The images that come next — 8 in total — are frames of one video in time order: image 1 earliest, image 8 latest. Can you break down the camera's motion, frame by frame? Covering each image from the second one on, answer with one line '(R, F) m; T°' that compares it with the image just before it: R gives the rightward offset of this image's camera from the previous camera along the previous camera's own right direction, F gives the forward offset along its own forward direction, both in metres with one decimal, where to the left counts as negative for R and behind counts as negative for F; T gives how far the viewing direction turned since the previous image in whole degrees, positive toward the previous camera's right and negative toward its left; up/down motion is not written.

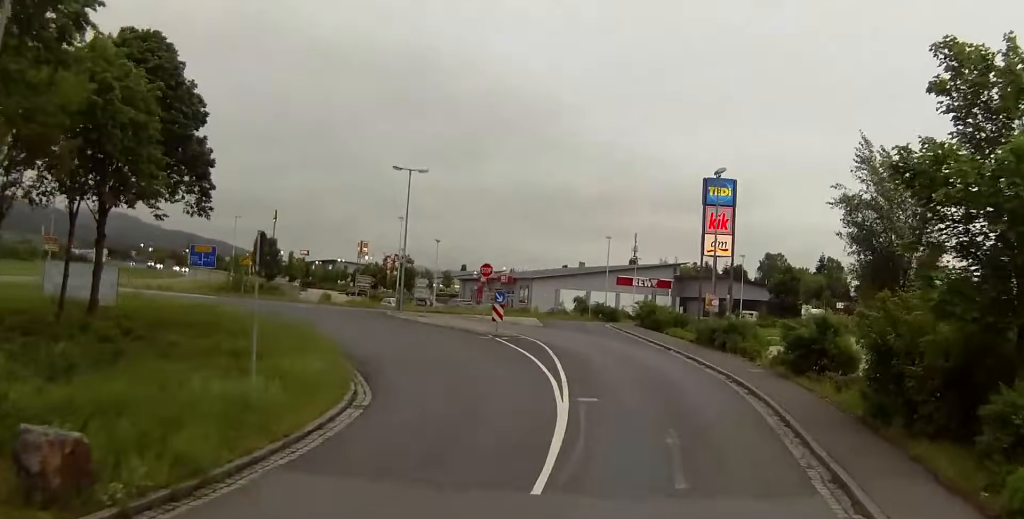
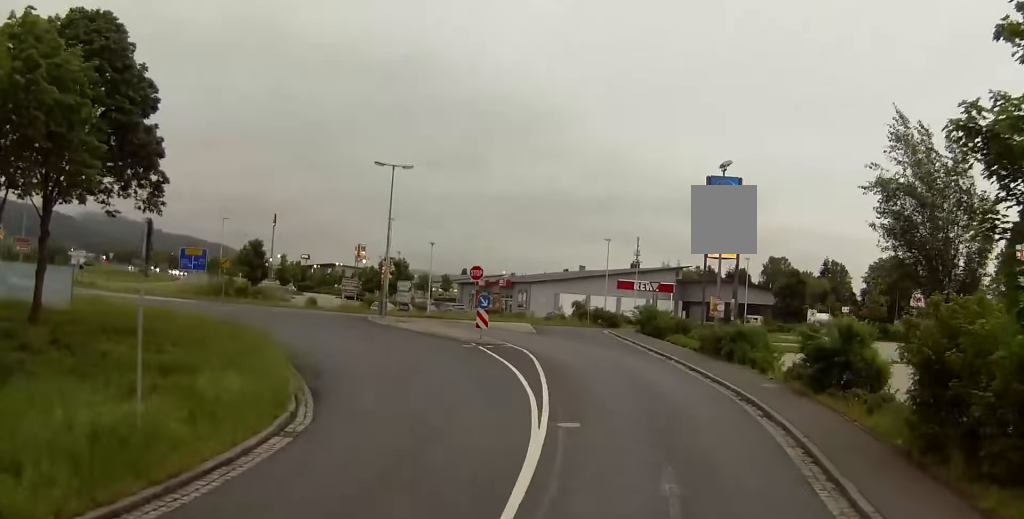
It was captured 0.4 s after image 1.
(-0.1, +3.3) m; 0°
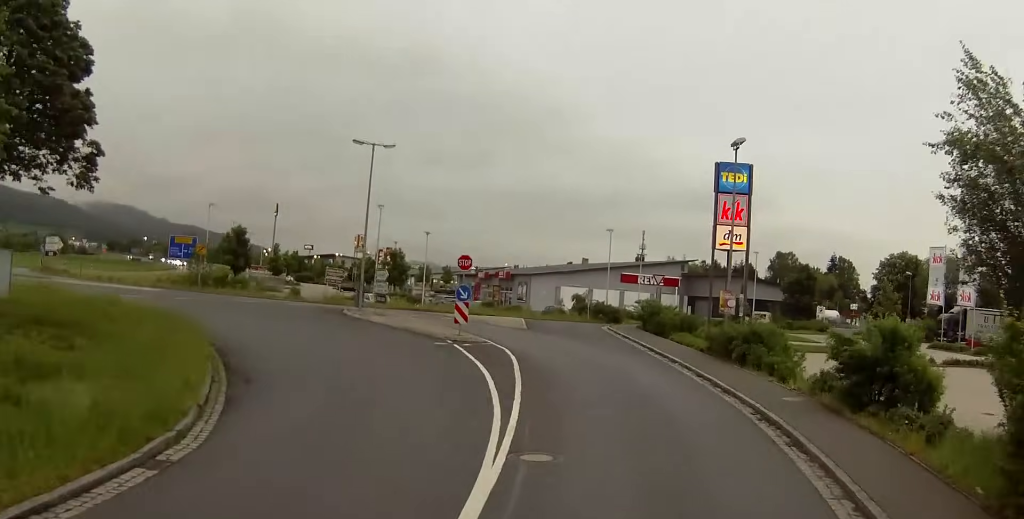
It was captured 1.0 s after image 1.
(-0.1, +4.1) m; 0°
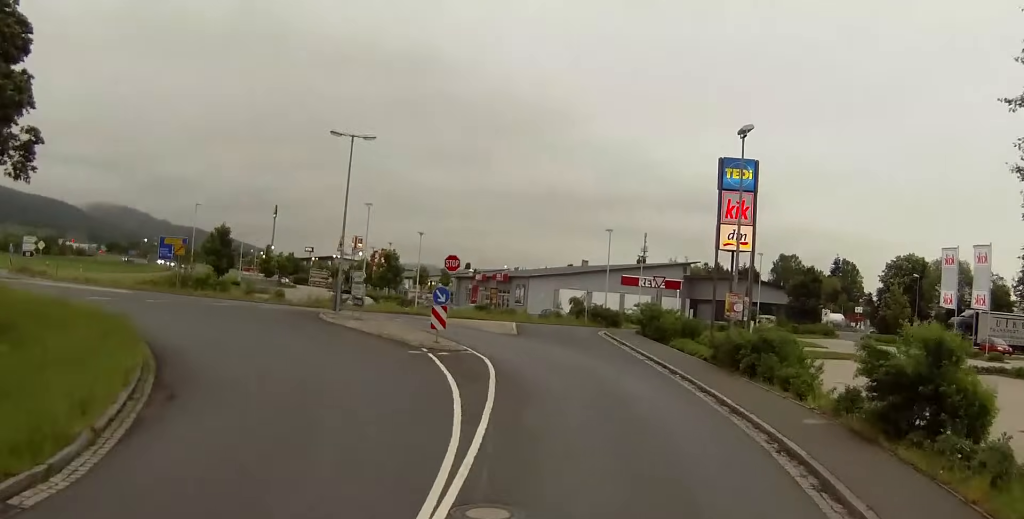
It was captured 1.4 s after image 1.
(+0.1, +3.2) m; +1°
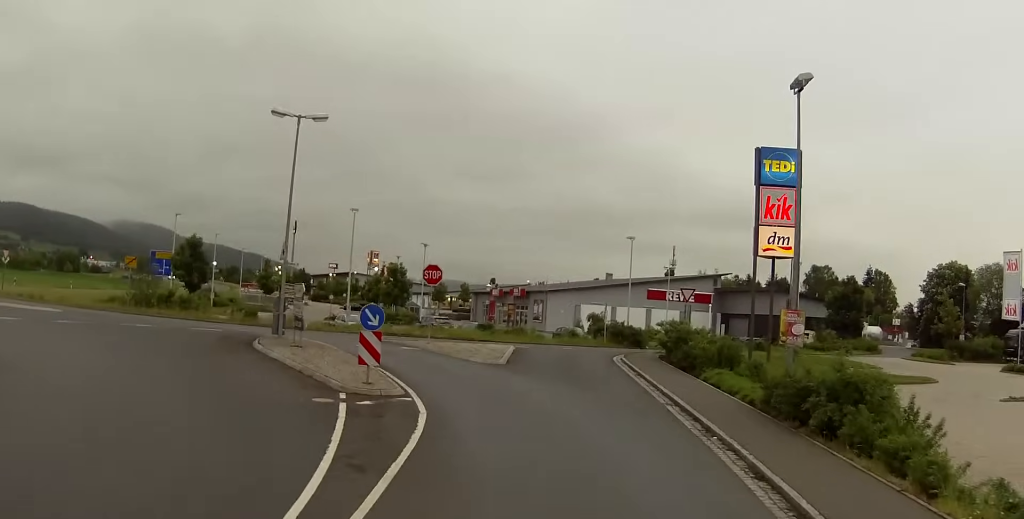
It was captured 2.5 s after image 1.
(+0.1, +9.6) m; -1°
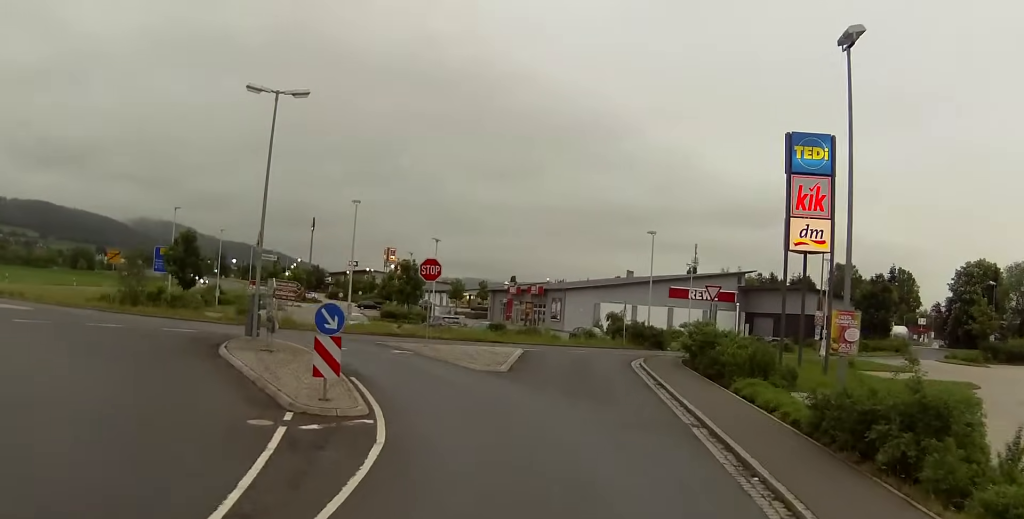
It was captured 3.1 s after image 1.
(0.0, +4.5) m; -1°
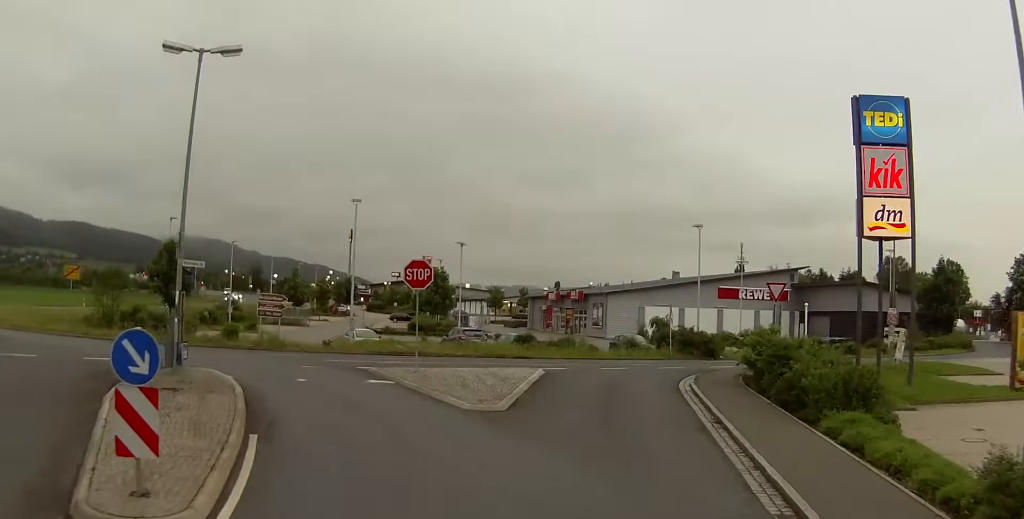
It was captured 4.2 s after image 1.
(-0.2, +9.1) m; -2°
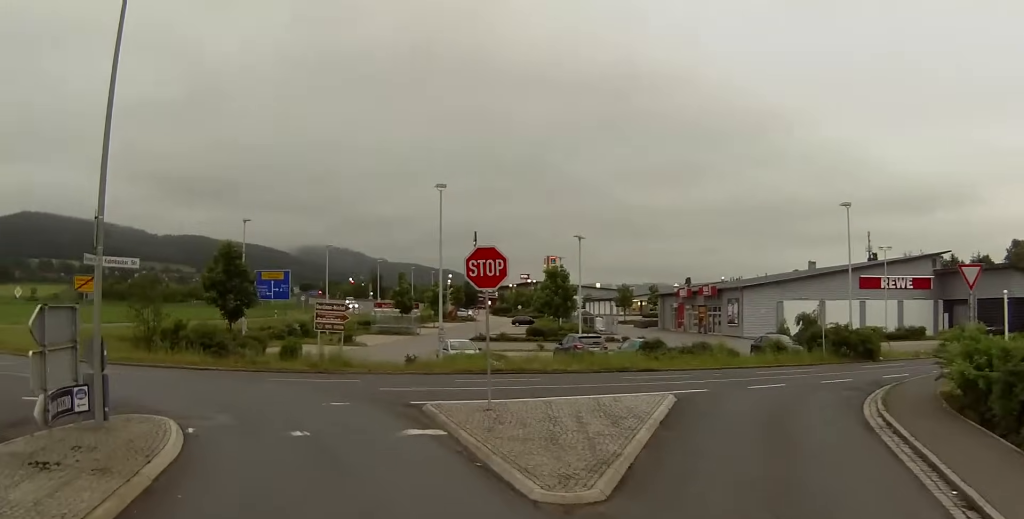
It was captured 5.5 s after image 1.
(-0.2, +8.8) m; -8°
